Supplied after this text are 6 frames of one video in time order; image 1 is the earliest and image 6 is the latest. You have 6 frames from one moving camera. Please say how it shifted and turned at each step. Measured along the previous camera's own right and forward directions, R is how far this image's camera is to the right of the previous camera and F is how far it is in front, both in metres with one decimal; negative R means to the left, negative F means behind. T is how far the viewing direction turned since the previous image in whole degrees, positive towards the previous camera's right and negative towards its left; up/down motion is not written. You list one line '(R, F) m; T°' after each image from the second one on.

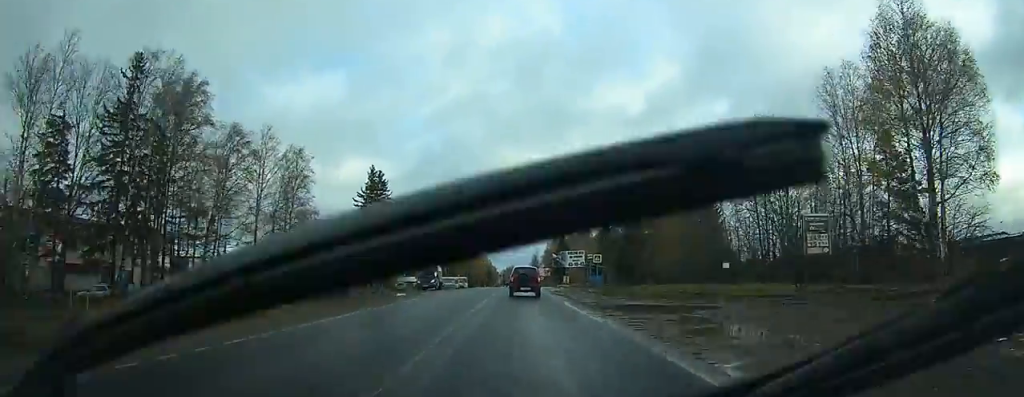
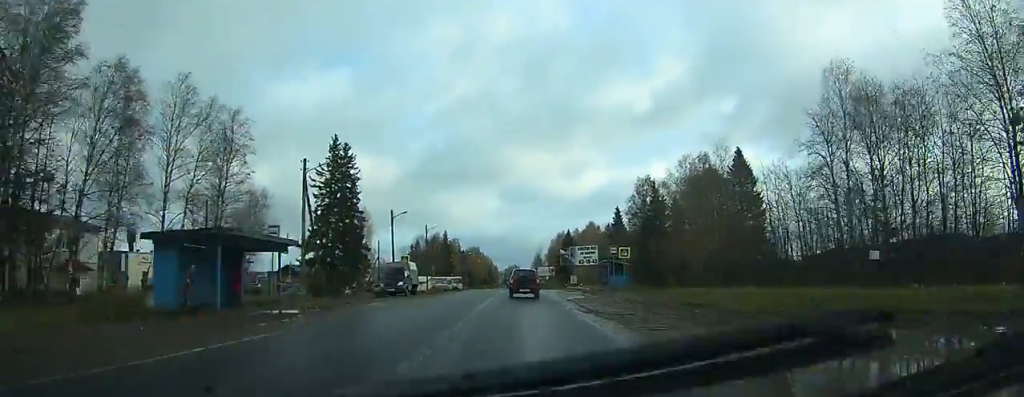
(-0.1, +16.6) m; -1°
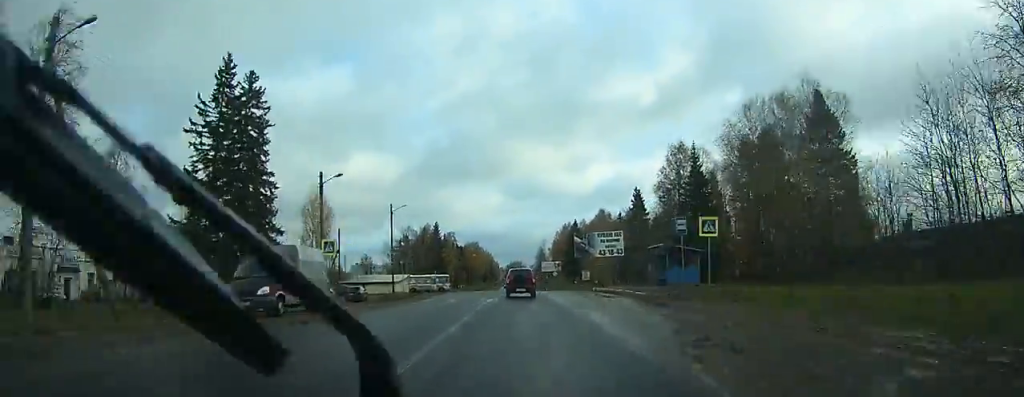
(-0.3, +23.0) m; -1°
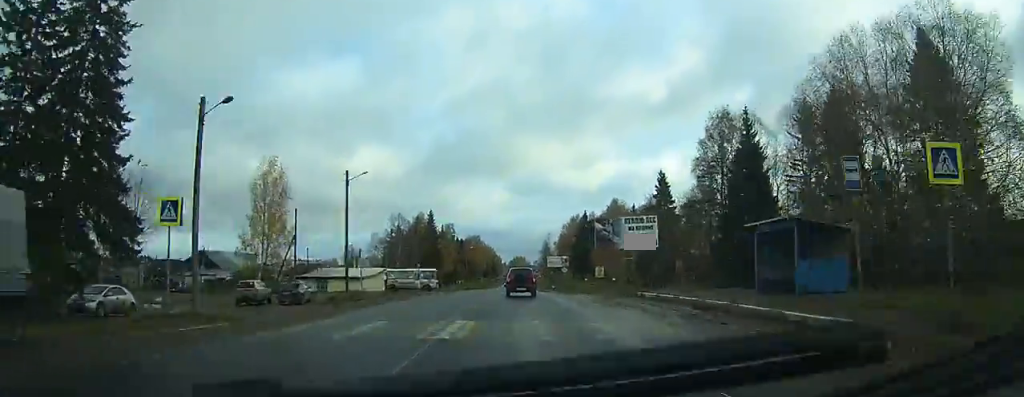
(-0.1, +16.7) m; 0°
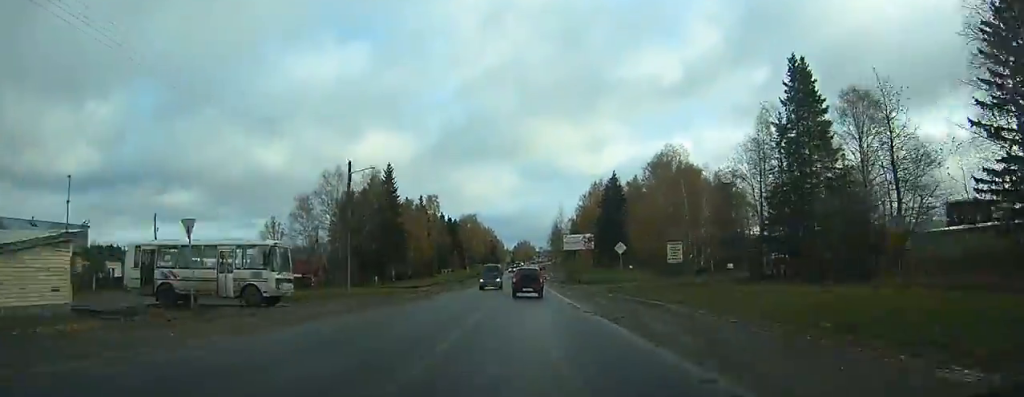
(-0.1, +49.2) m; 0°
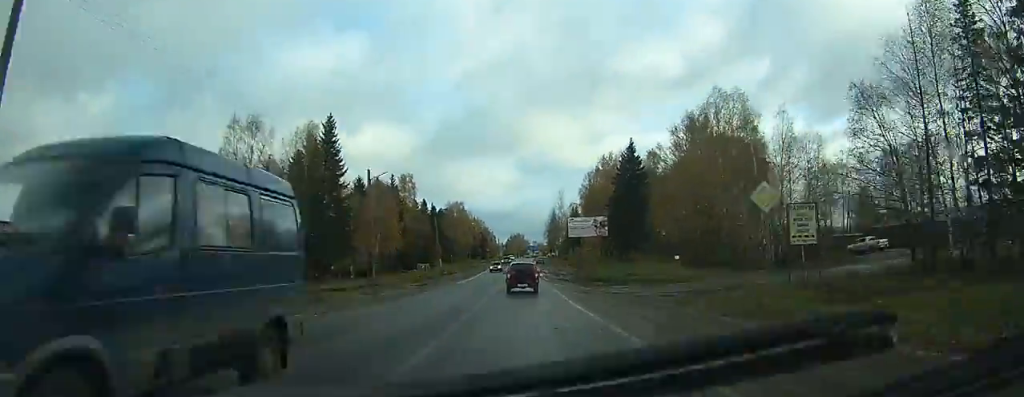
(0.0, +27.2) m; 0°
